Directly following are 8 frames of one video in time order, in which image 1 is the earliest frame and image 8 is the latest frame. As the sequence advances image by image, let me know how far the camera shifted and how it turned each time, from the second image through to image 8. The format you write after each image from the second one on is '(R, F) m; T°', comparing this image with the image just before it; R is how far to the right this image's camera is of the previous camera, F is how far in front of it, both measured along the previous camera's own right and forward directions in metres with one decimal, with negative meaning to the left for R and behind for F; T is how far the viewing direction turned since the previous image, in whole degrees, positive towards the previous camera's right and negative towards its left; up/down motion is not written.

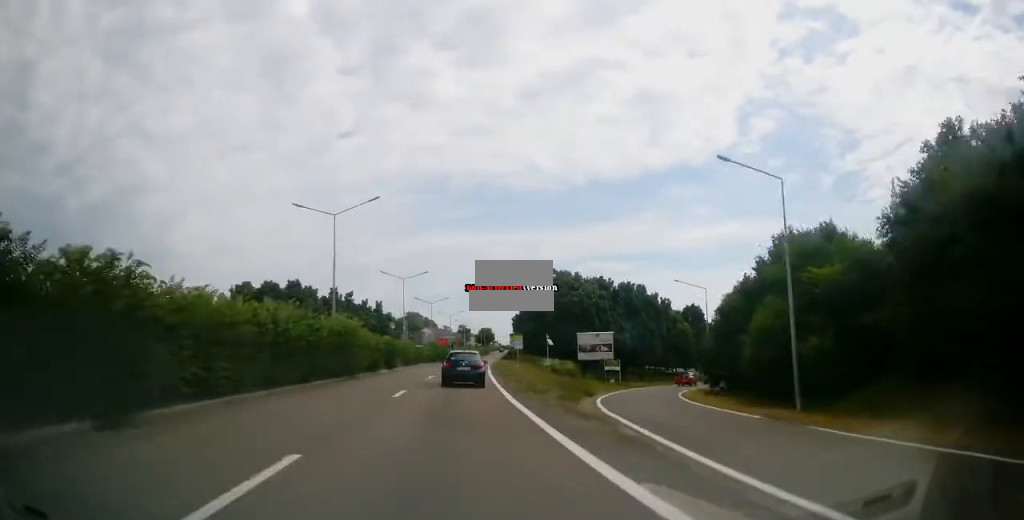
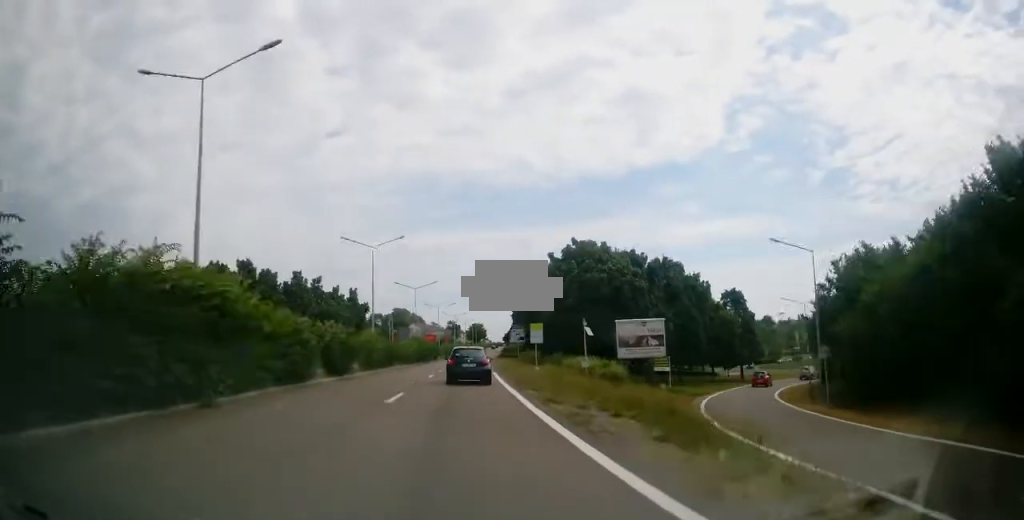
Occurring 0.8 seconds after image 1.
(-0.1, +16.5) m; 0°
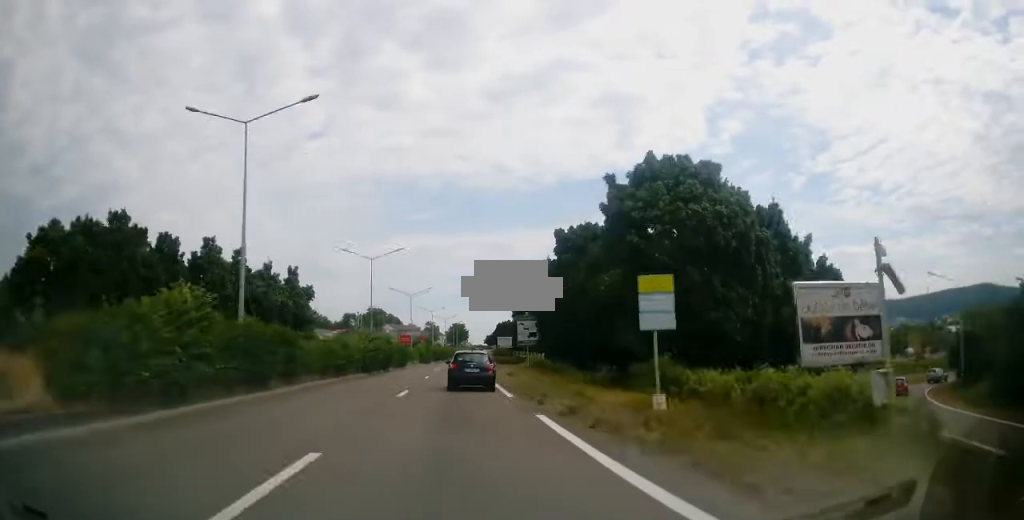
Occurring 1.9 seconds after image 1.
(+0.3, +23.9) m; +2°
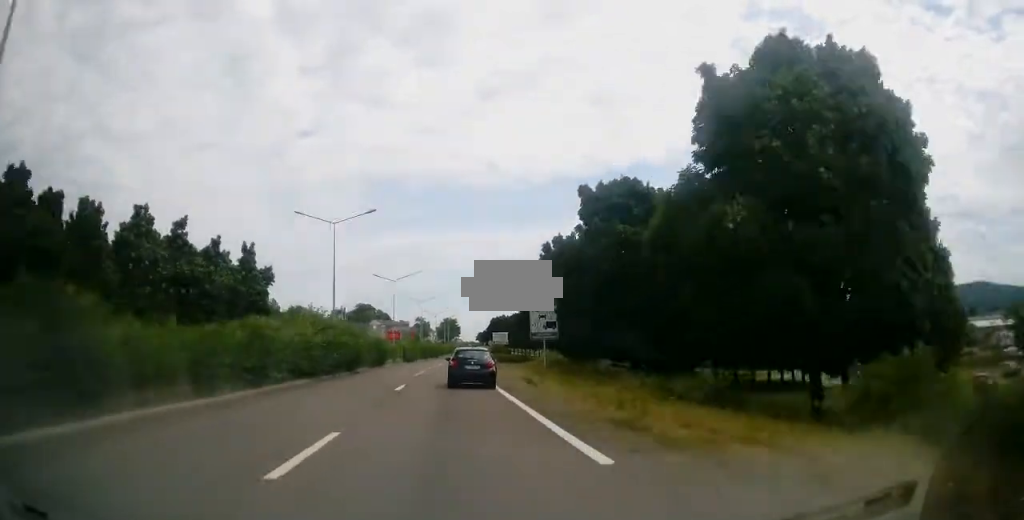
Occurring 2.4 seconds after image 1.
(+0.1, +11.8) m; +1°
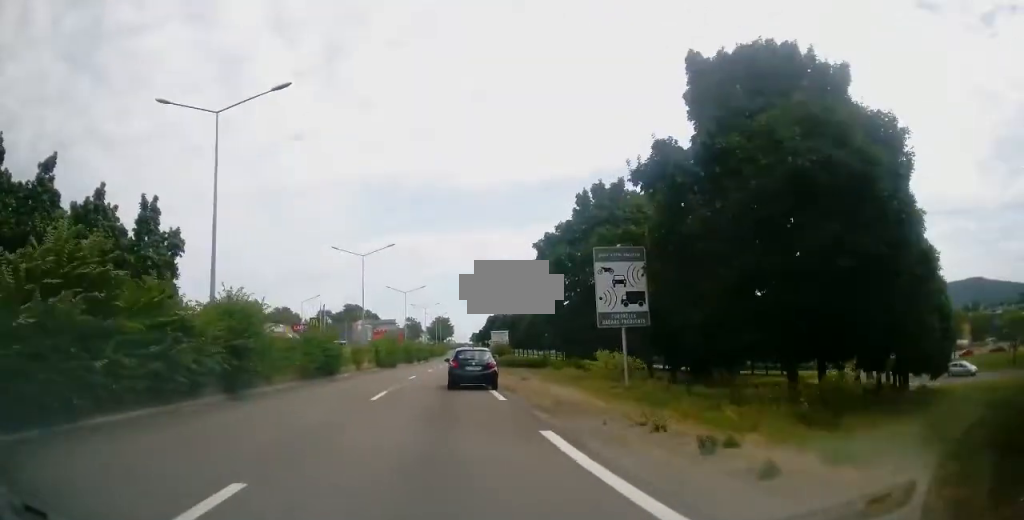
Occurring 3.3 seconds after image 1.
(+0.2, +17.4) m; +1°
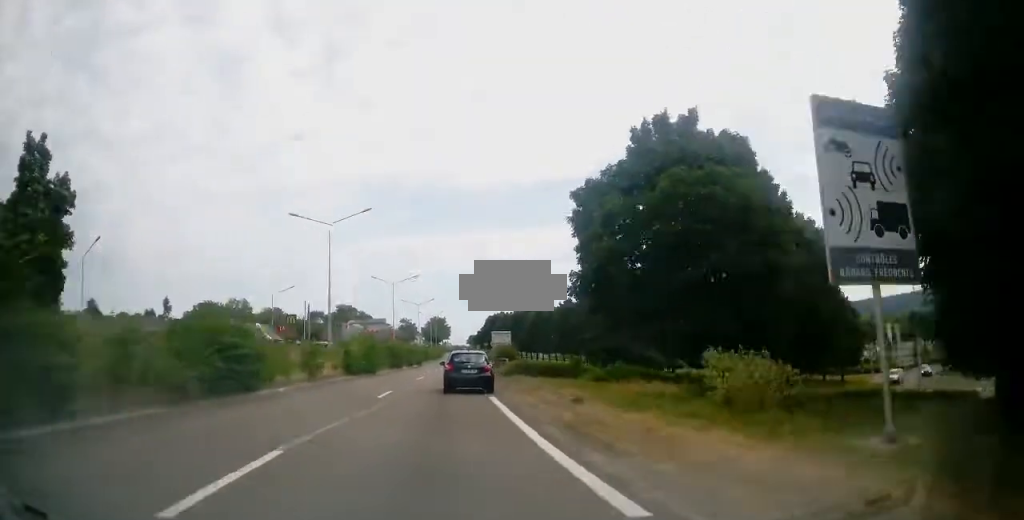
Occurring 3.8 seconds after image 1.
(0.0, +11.3) m; +1°
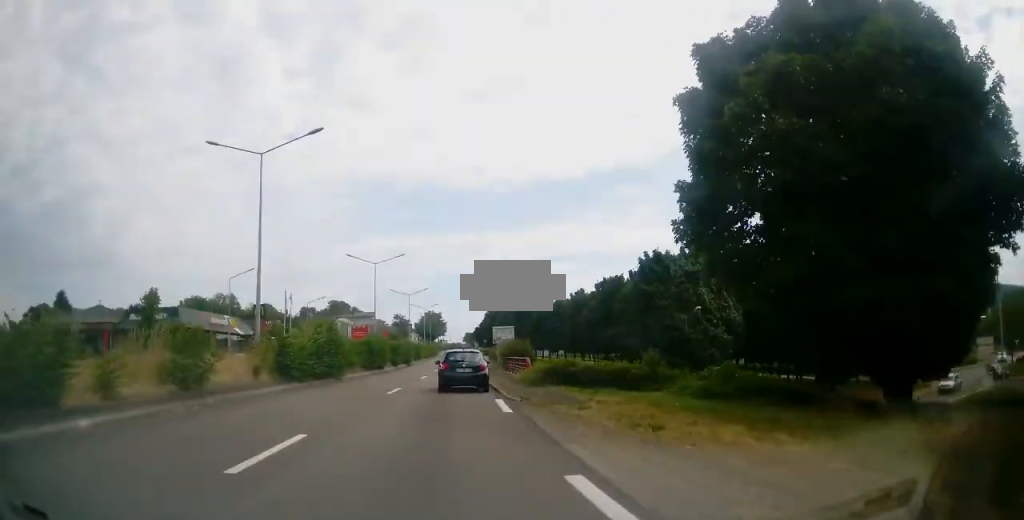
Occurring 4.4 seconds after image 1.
(0.0, +12.1) m; 0°
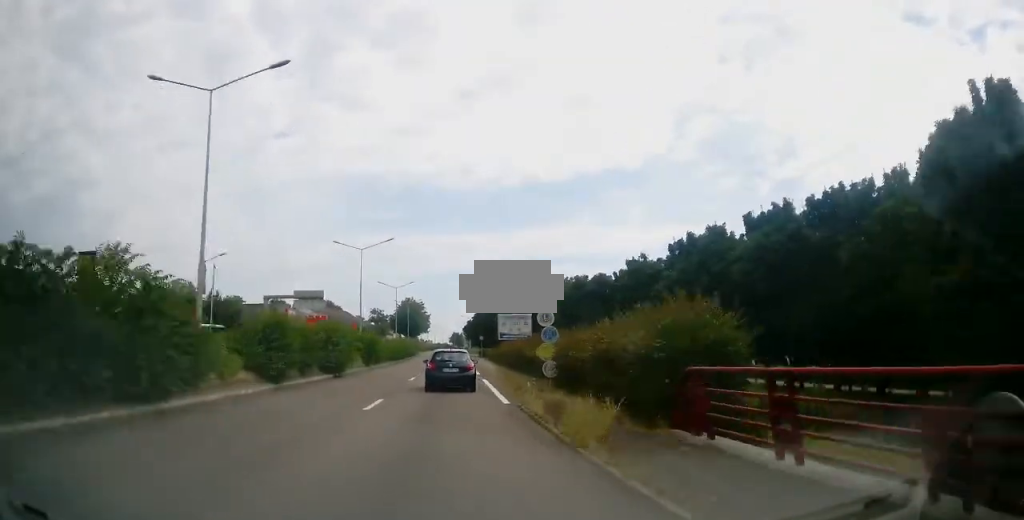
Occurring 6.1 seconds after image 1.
(0.0, +33.2) m; 0°
